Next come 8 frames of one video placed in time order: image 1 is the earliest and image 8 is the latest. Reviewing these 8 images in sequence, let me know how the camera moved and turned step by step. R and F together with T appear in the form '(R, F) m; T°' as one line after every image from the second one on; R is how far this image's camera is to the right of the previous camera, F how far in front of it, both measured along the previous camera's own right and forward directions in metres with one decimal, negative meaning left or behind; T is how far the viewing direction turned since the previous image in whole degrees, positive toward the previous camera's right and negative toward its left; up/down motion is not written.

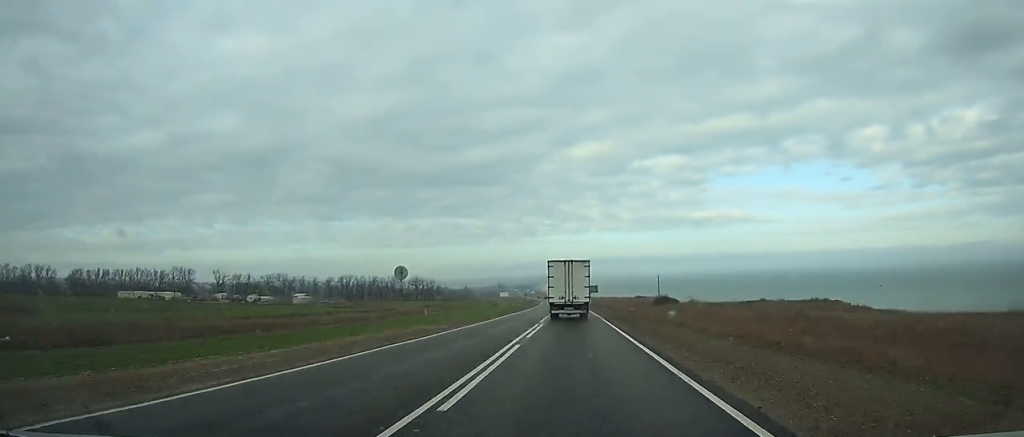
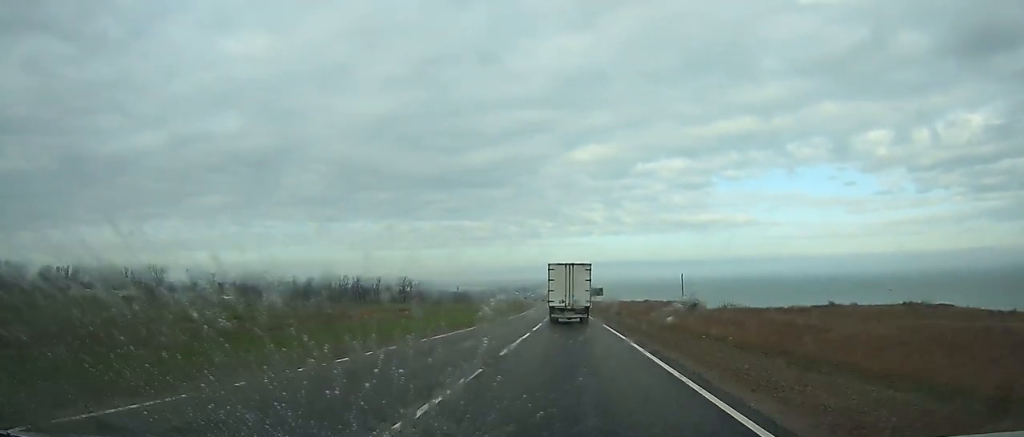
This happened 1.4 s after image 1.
(-0.2, +29.5) m; 0°
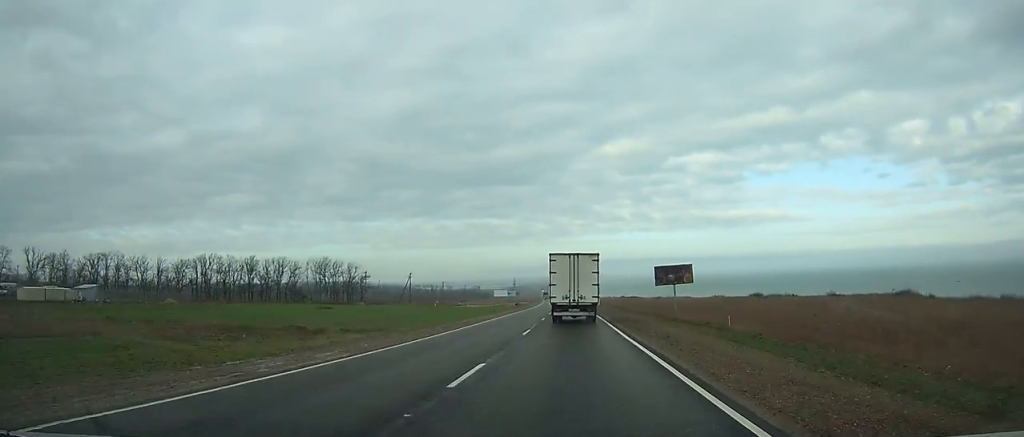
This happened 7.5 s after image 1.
(-2.2, +127.6) m; -2°
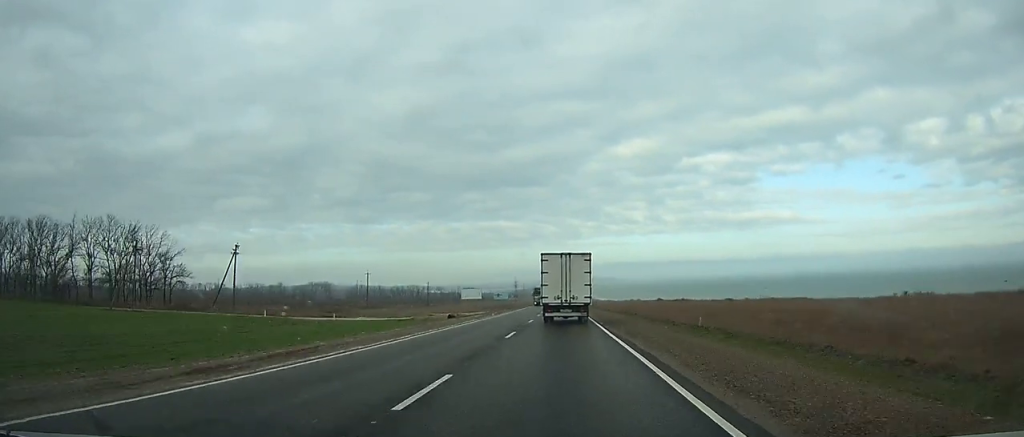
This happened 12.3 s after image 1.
(-0.8, +97.7) m; -1°
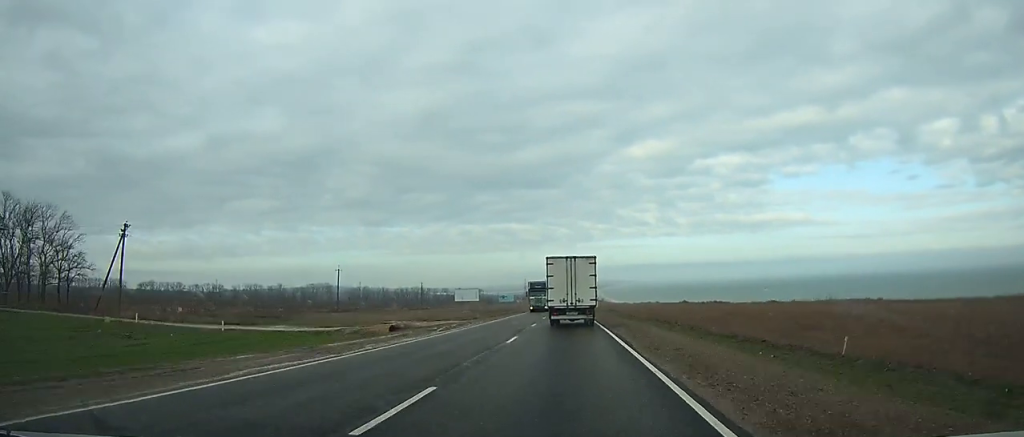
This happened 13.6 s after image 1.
(-0.2, +25.9) m; -1°
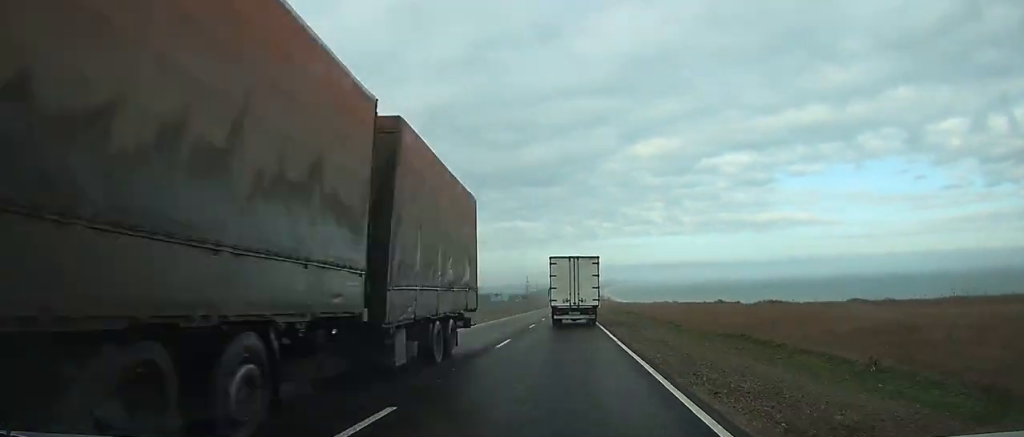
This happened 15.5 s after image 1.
(-0.3, +37.7) m; -1°
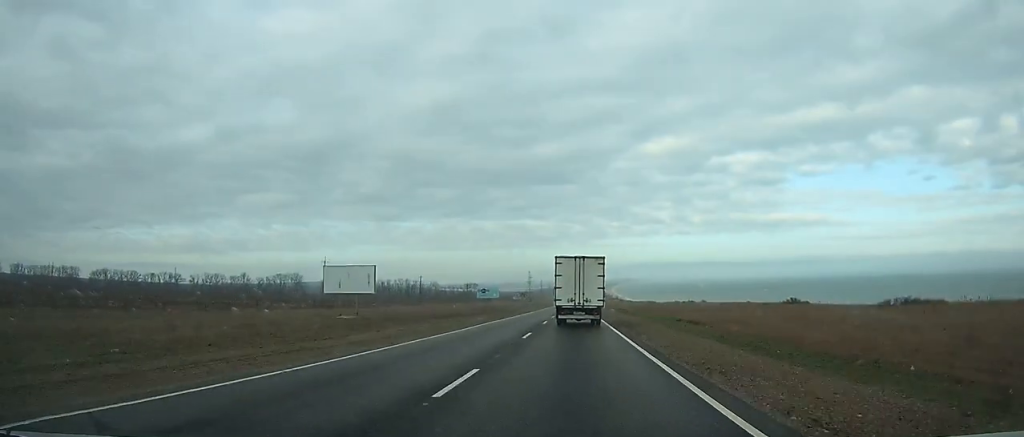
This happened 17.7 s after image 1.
(-0.4, +43.4) m; -1°
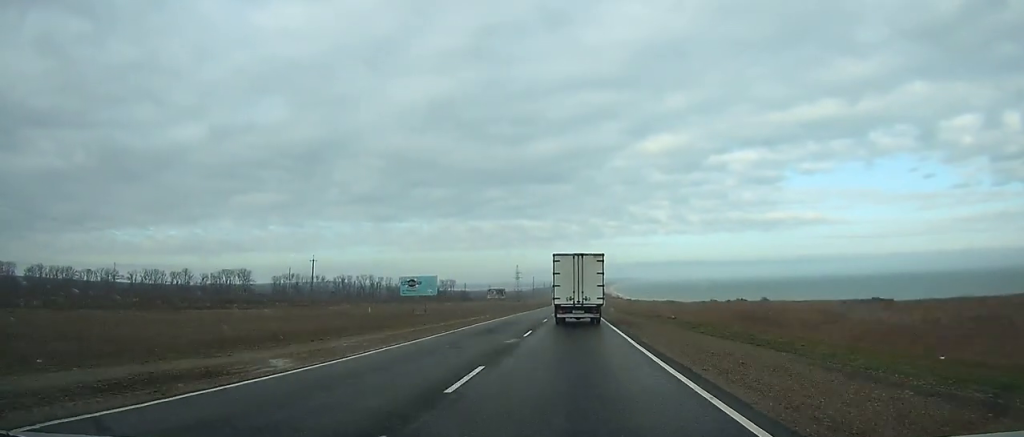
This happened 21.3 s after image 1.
(-0.2, +71.0) m; 0°
